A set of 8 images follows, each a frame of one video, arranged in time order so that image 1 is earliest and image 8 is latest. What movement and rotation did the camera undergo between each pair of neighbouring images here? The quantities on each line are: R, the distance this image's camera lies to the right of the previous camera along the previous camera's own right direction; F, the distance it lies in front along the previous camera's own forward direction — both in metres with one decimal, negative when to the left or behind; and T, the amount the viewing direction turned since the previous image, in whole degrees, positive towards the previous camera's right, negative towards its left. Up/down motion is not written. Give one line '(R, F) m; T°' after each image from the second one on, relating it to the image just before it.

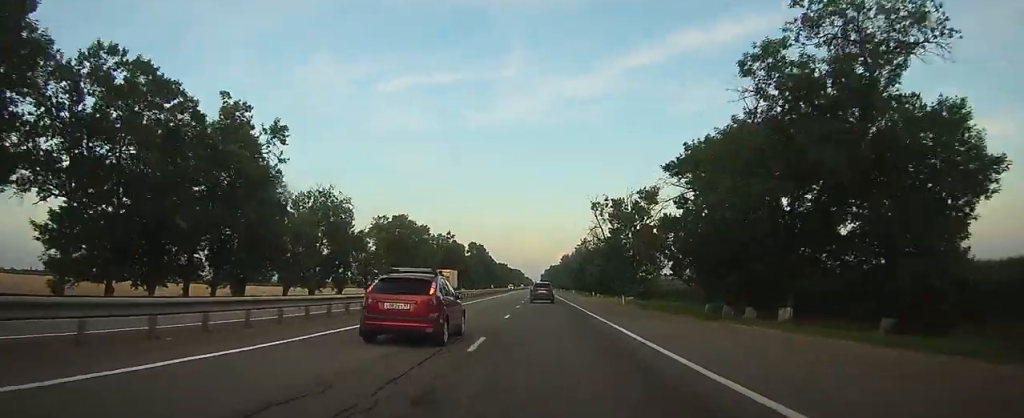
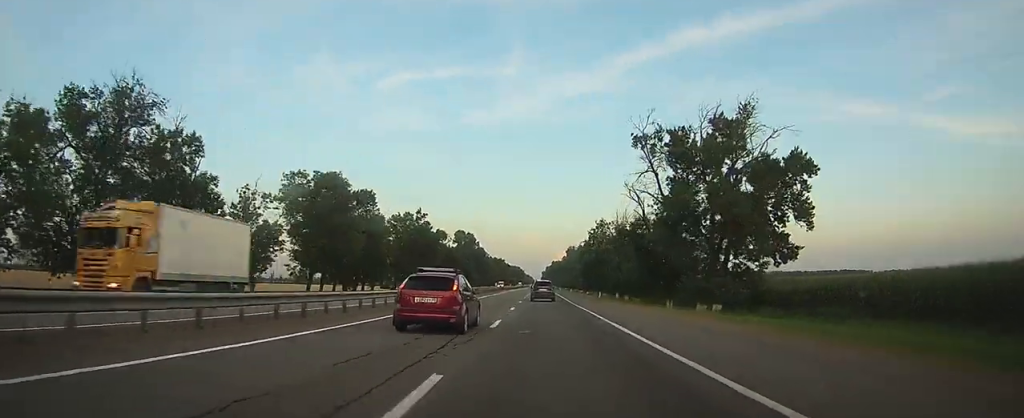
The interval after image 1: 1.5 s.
(-0.1, +41.8) m; 0°
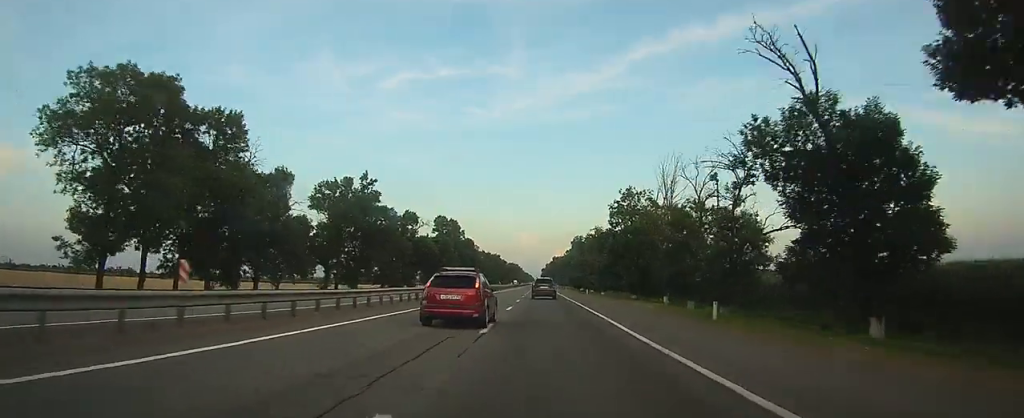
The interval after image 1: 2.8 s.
(-0.1, +38.3) m; 0°
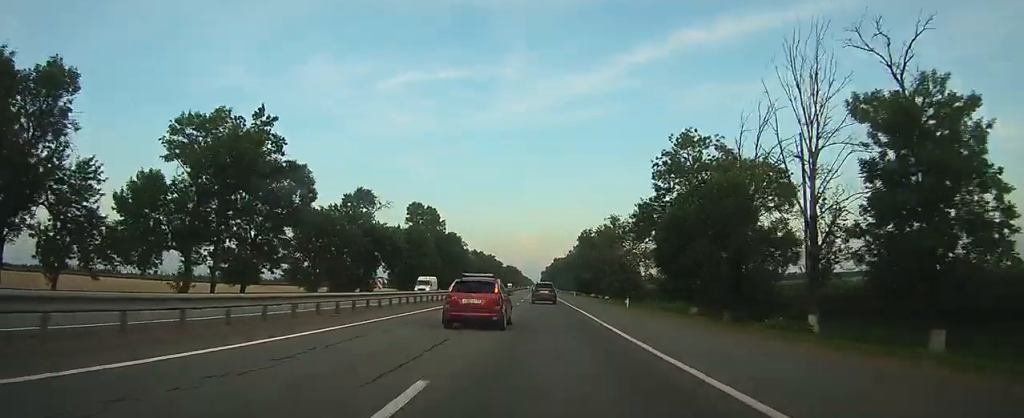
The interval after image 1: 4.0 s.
(+0.1, +33.8) m; 0°
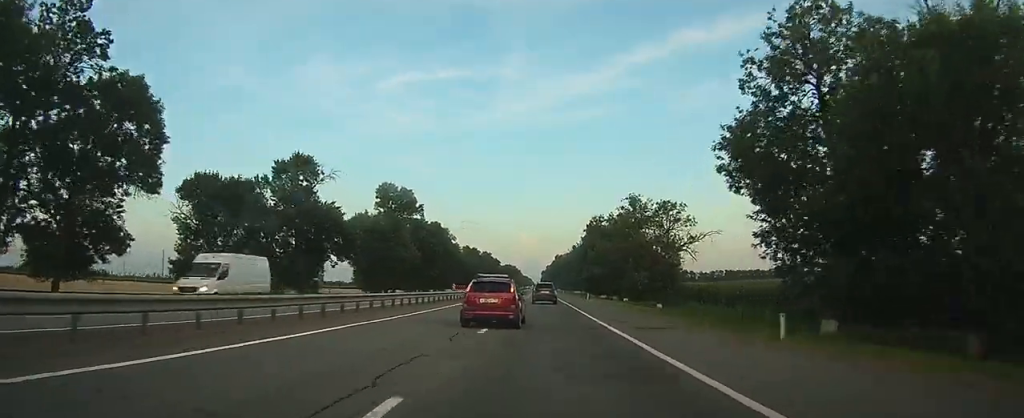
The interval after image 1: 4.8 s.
(+0.1, +25.3) m; 0°
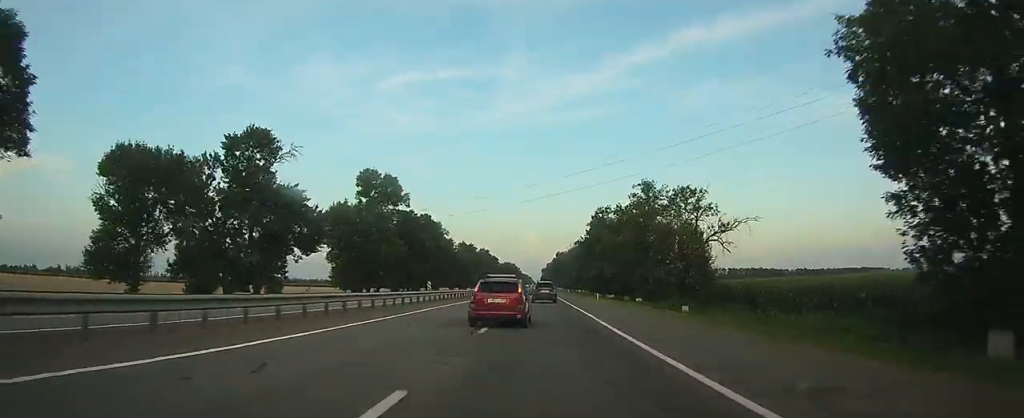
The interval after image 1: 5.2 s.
(0.0, +11.7) m; 0°
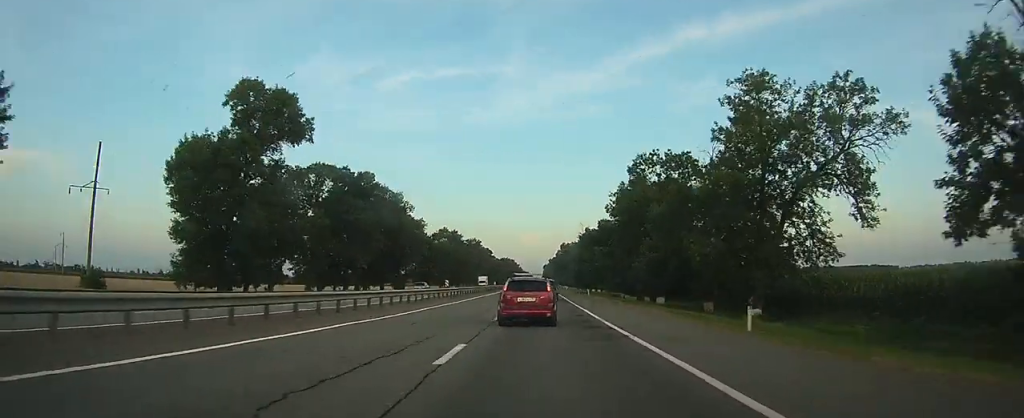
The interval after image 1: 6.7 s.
(+0.1, +43.0) m; 0°
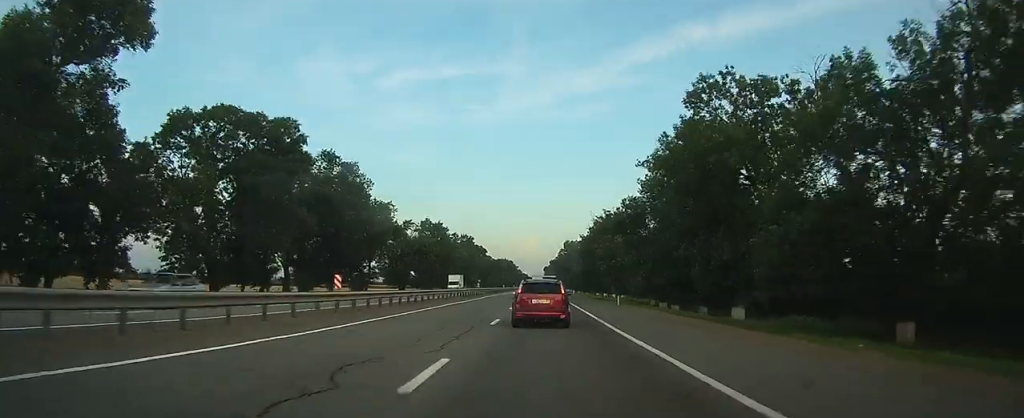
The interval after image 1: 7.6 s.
(0.0, +26.3) m; 0°
